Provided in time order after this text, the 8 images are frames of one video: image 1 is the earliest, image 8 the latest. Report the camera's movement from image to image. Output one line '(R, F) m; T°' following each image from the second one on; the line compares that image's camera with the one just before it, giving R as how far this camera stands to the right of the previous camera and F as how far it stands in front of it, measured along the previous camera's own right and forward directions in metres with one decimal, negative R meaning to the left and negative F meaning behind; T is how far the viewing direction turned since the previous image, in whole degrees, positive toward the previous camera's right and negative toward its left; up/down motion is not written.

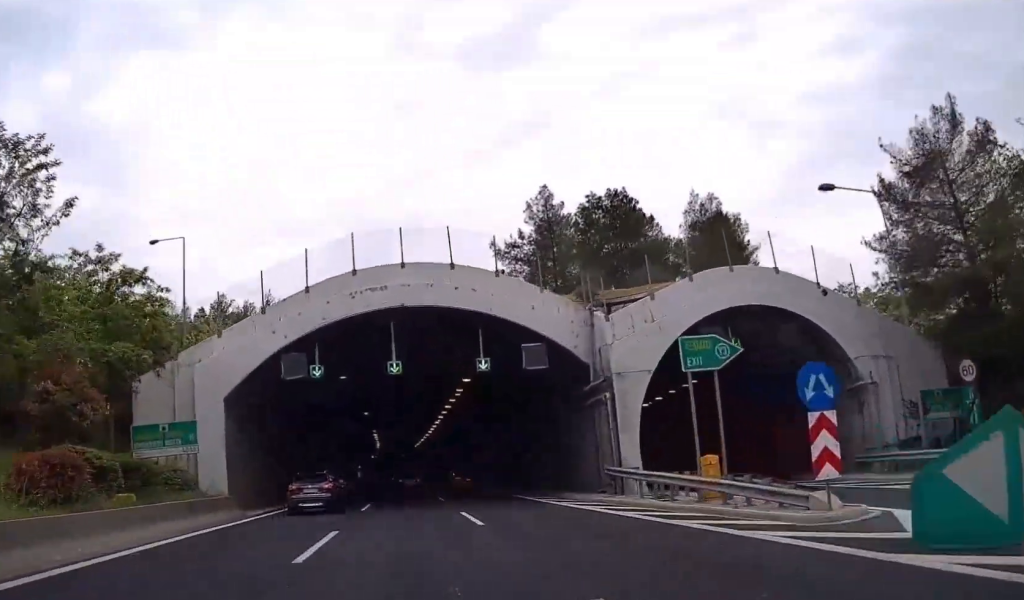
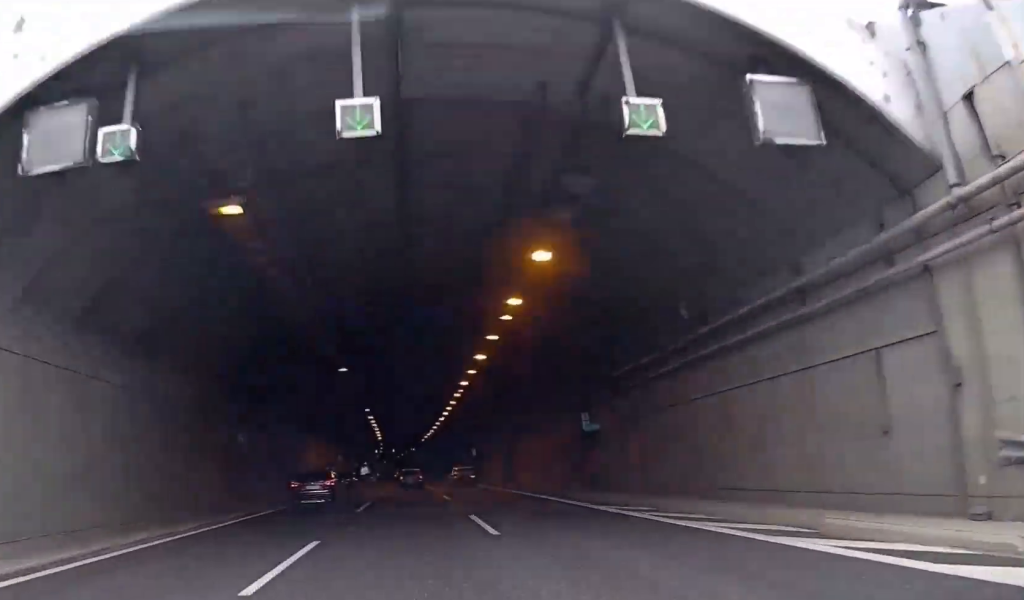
(+0.1, +21.4) m; 0°
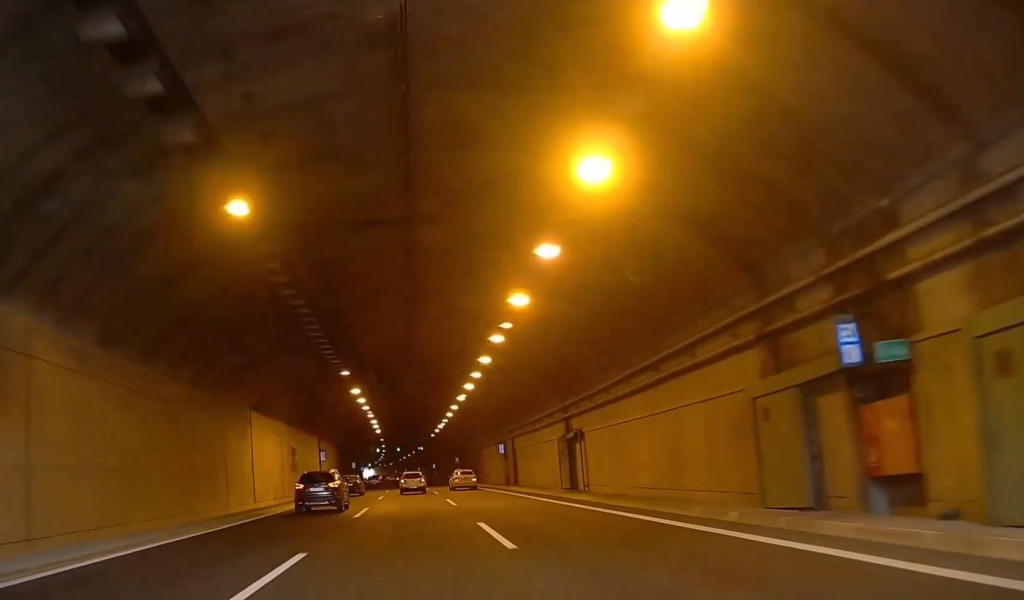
(-0.1, +20.5) m; 0°
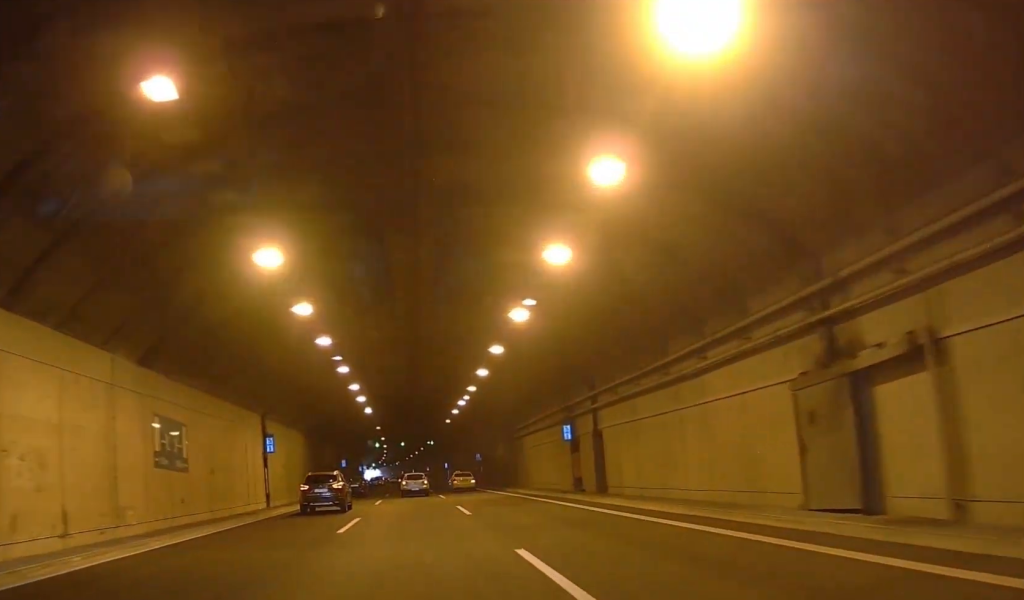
(-0.1, +24.4) m; 0°
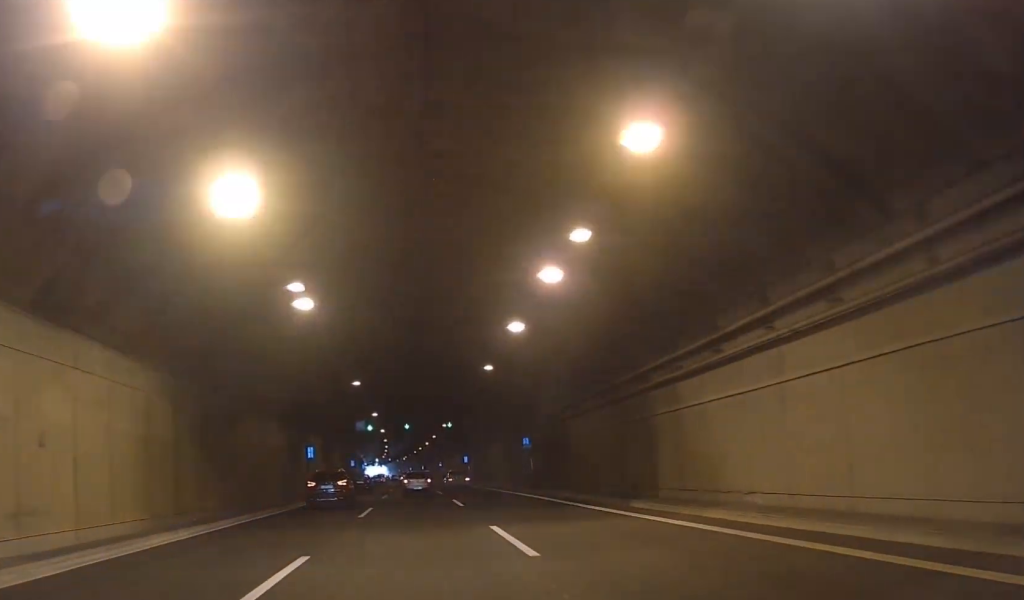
(+0.1, +31.8) m; +1°
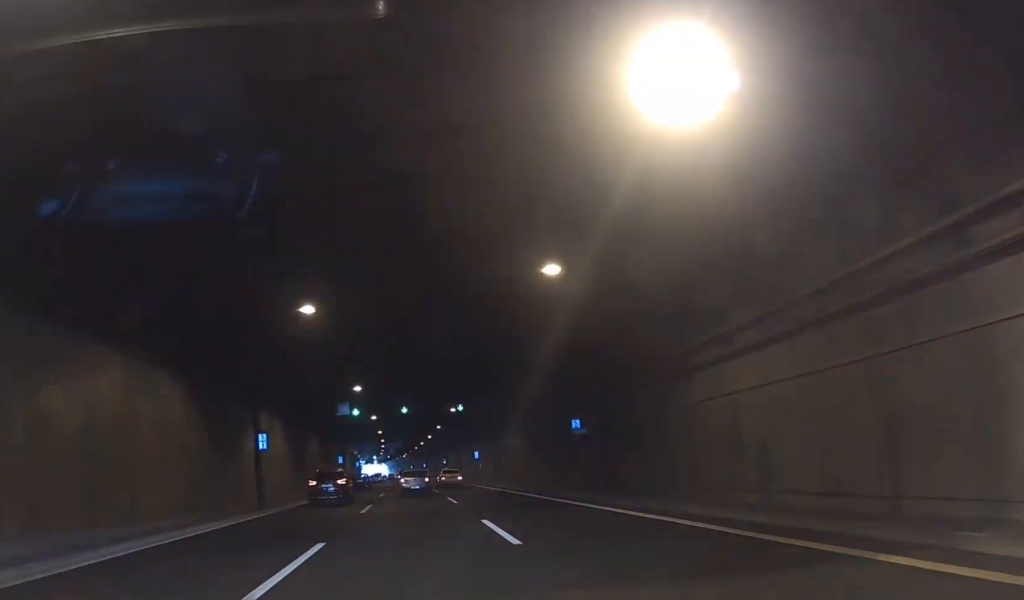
(+0.1, +16.5) m; 0°
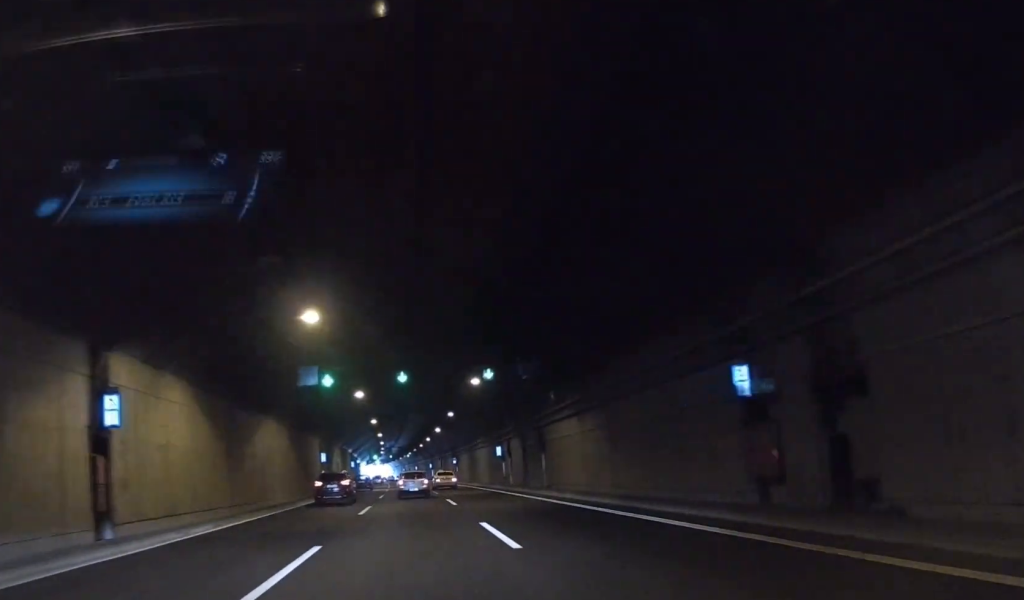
(0.0, +20.2) m; 0°
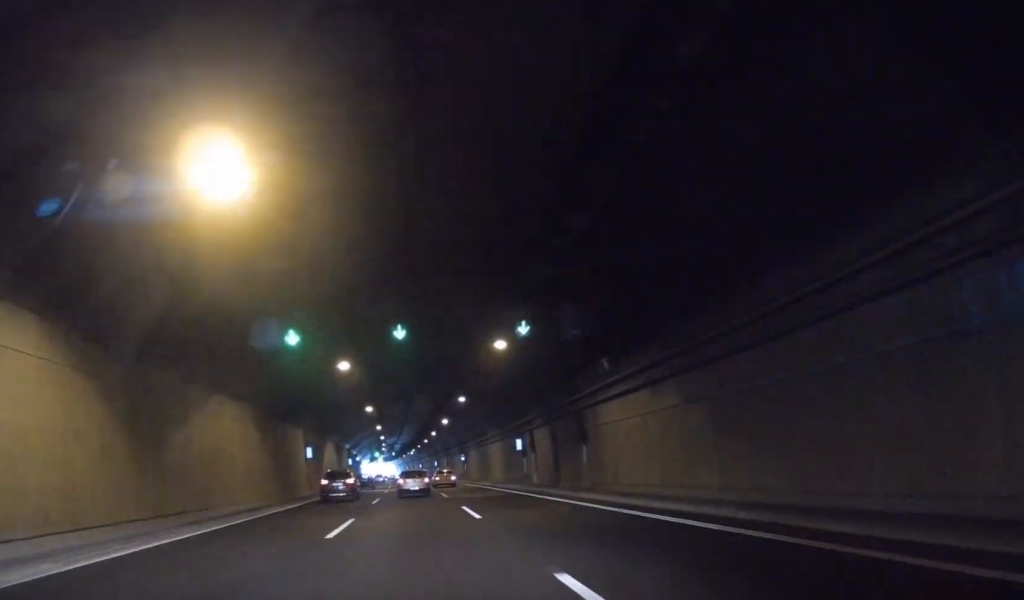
(0.0, +11.3) m; 0°
